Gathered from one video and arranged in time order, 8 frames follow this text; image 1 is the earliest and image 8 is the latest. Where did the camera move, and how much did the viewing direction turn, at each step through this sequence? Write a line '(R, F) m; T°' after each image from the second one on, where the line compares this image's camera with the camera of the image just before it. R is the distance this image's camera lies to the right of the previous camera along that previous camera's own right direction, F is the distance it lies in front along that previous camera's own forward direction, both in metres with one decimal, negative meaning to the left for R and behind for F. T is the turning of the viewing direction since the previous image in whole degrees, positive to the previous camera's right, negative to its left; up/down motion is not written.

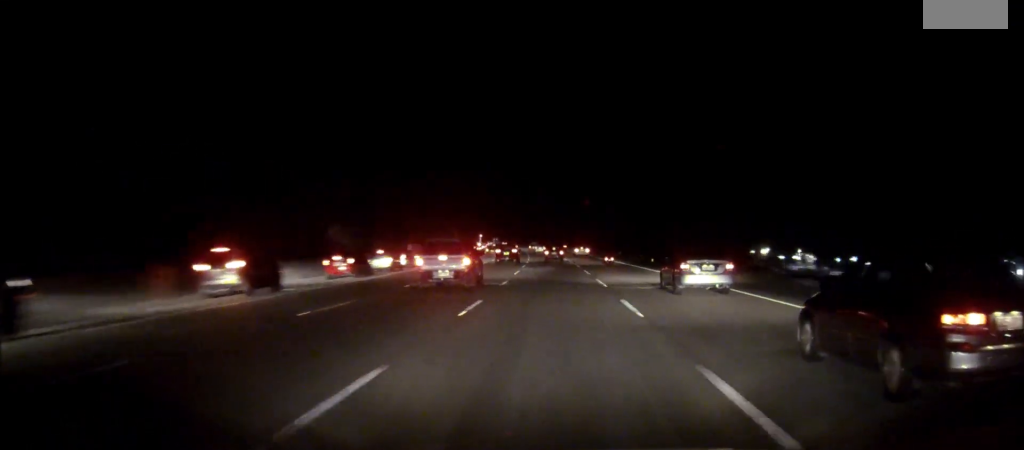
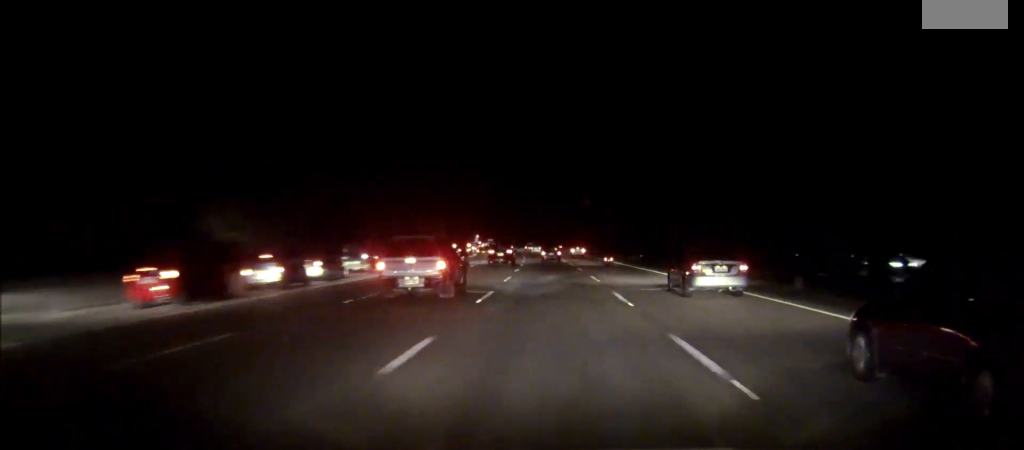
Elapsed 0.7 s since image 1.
(0.0, +20.4) m; 0°
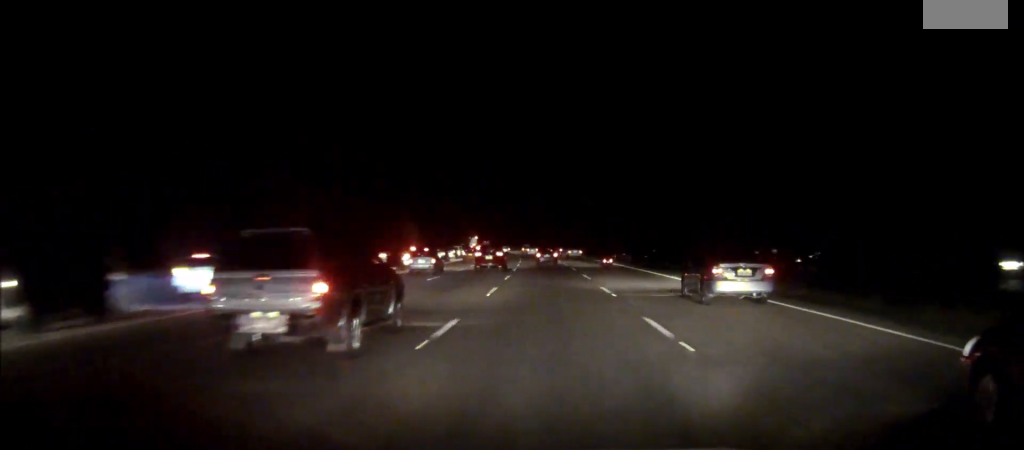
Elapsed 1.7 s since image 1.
(-0.1, +32.6) m; 0°
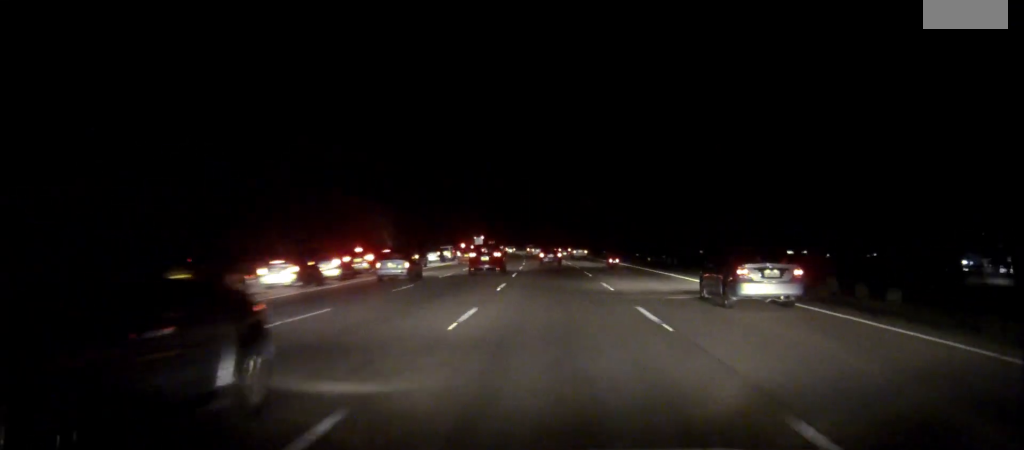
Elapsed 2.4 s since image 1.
(0.0, +21.4) m; -1°
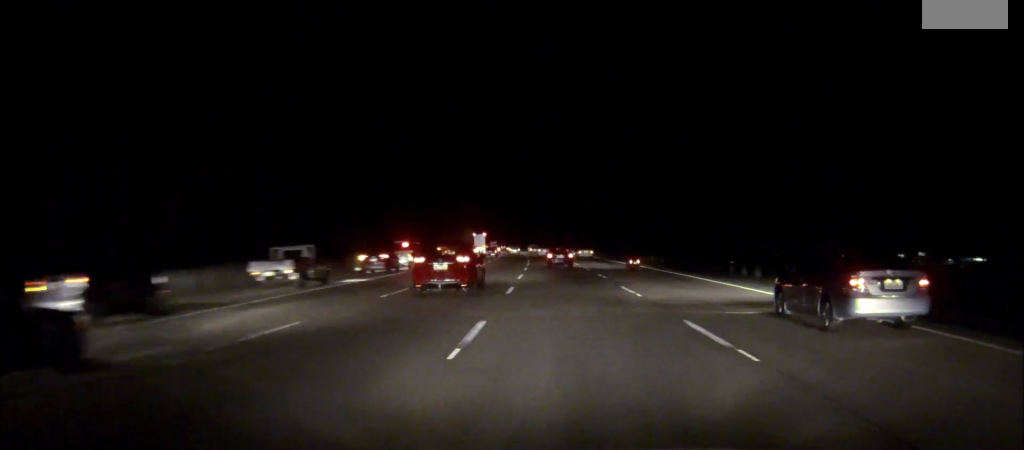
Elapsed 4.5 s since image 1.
(-1.3, +64.1) m; -2°
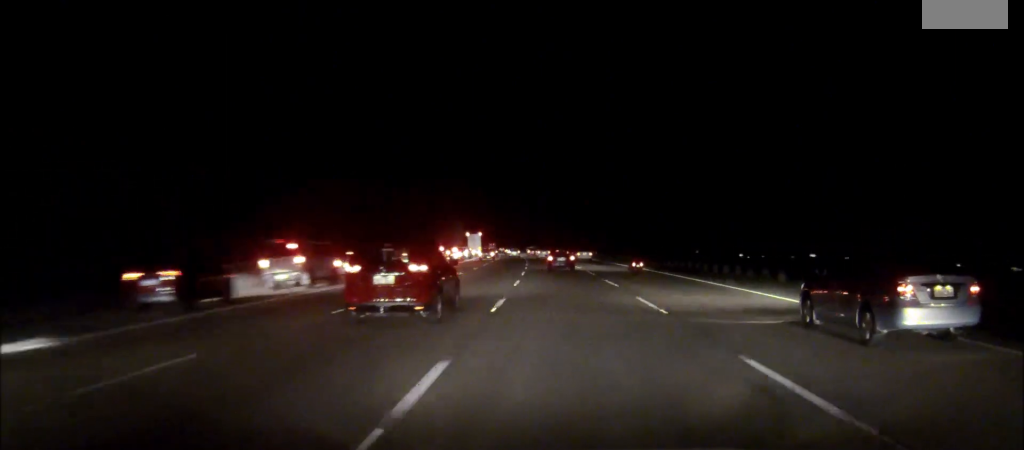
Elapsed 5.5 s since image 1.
(-0.2, +29.2) m; -1°
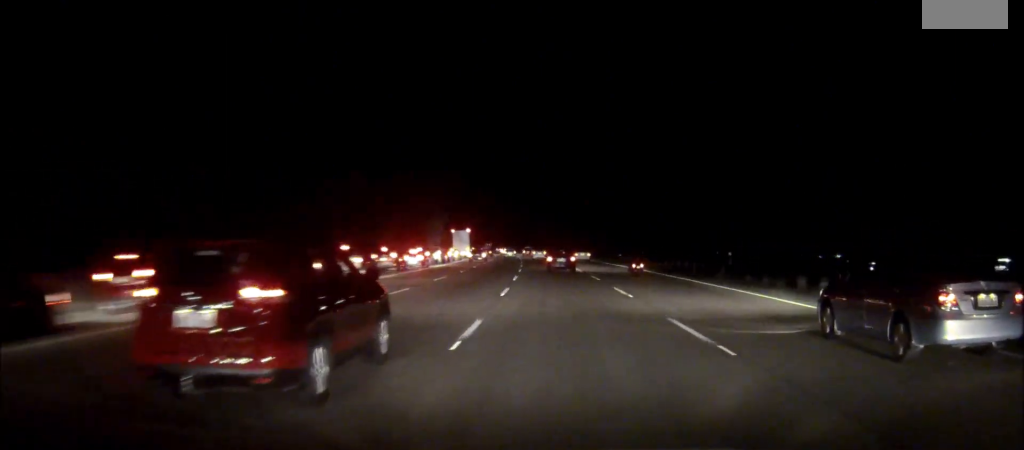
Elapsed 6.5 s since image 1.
(-0.2, +30.7) m; -1°
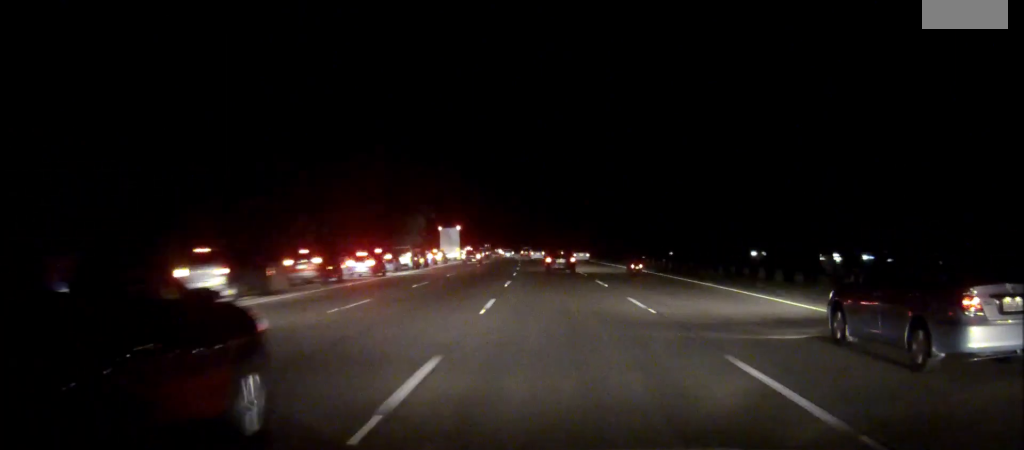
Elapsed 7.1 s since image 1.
(0.0, +17.6) m; 0°
